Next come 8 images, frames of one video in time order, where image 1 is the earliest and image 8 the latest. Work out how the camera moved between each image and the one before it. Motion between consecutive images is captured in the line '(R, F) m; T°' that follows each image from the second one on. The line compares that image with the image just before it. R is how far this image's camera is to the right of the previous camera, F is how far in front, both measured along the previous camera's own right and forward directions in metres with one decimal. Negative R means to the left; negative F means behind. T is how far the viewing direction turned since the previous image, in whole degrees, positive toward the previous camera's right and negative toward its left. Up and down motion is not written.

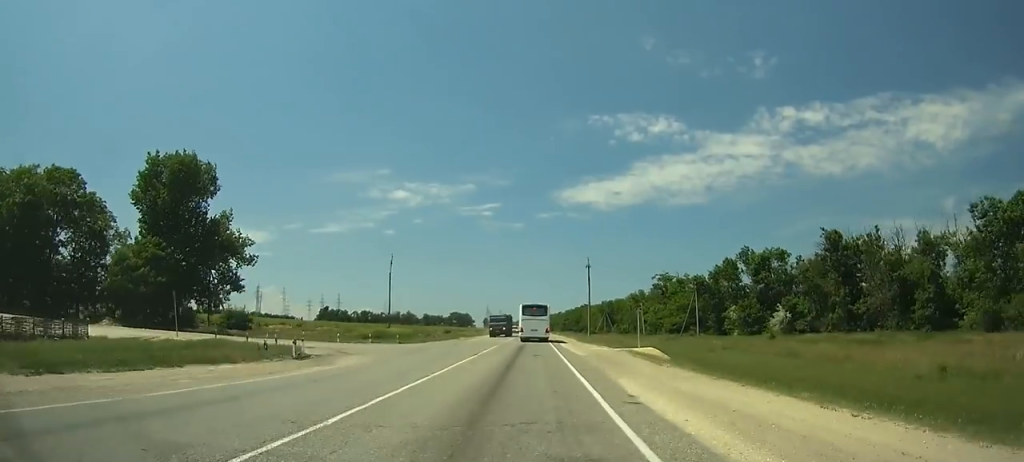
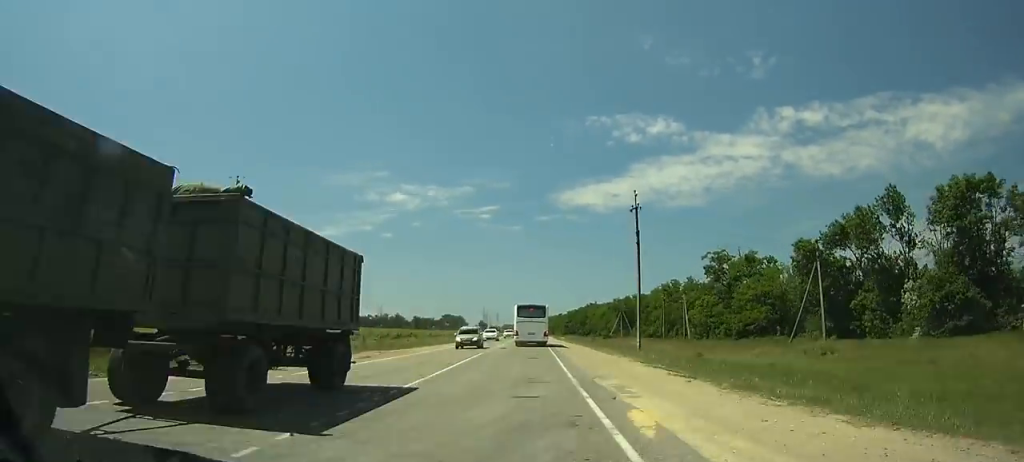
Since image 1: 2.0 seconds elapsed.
(+0.1, +39.0) m; 0°
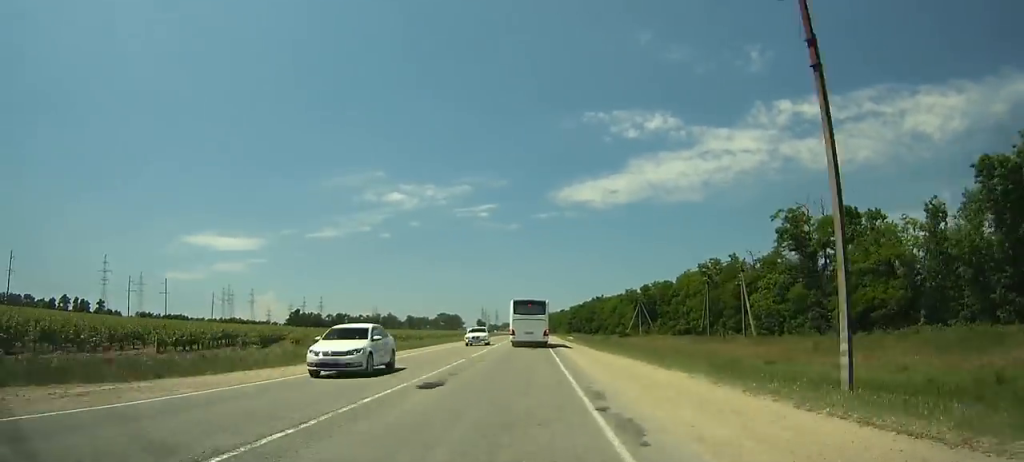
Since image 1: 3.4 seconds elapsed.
(0.0, +25.7) m; 0°
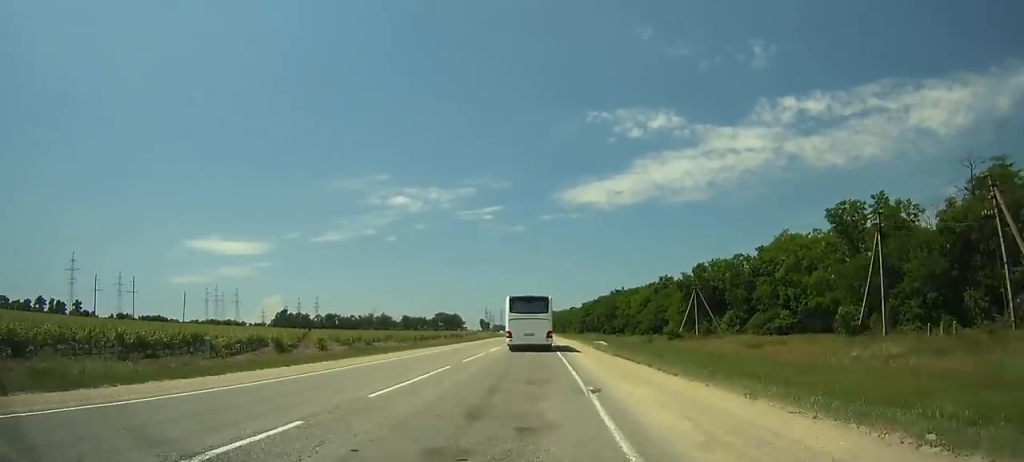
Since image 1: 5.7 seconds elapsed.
(0.0, +40.4) m; 0°
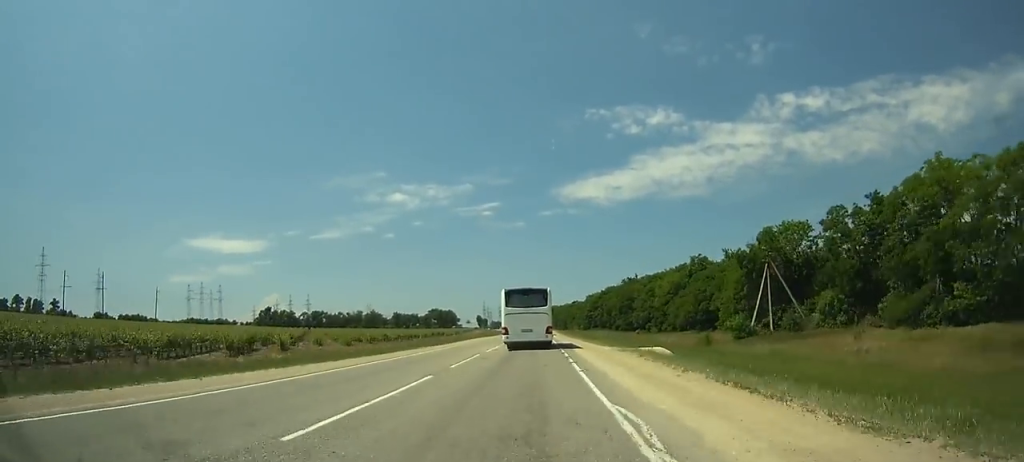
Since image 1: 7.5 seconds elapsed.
(-0.1, +29.8) m; 0°
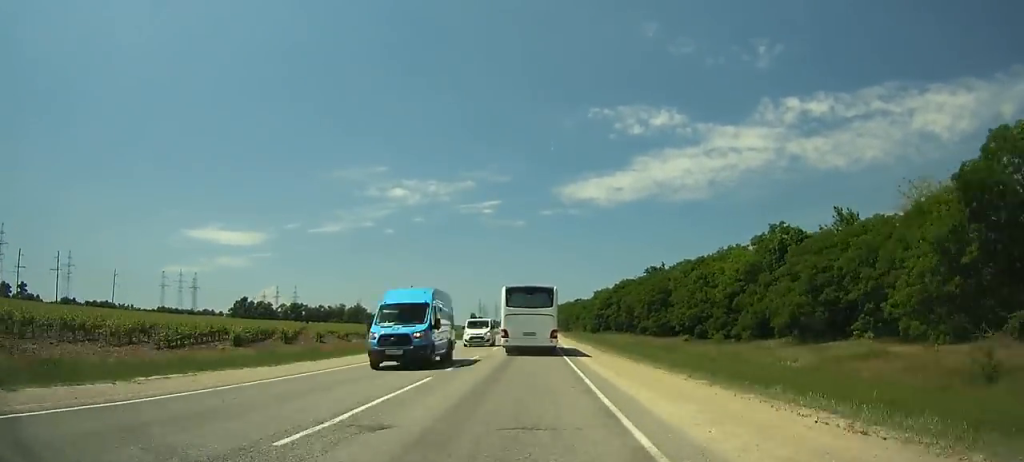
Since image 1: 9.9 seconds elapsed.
(-0.1, +36.3) m; 0°
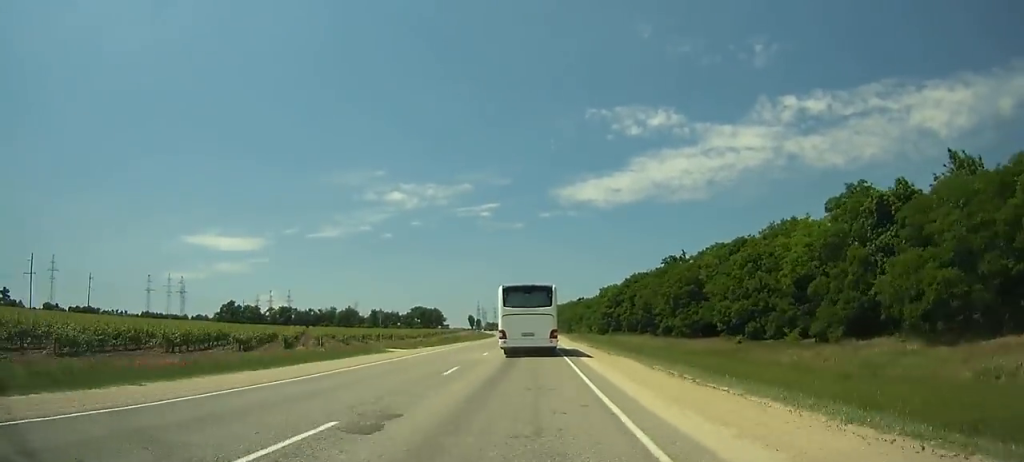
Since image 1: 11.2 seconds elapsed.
(0.0, +18.9) m; 0°
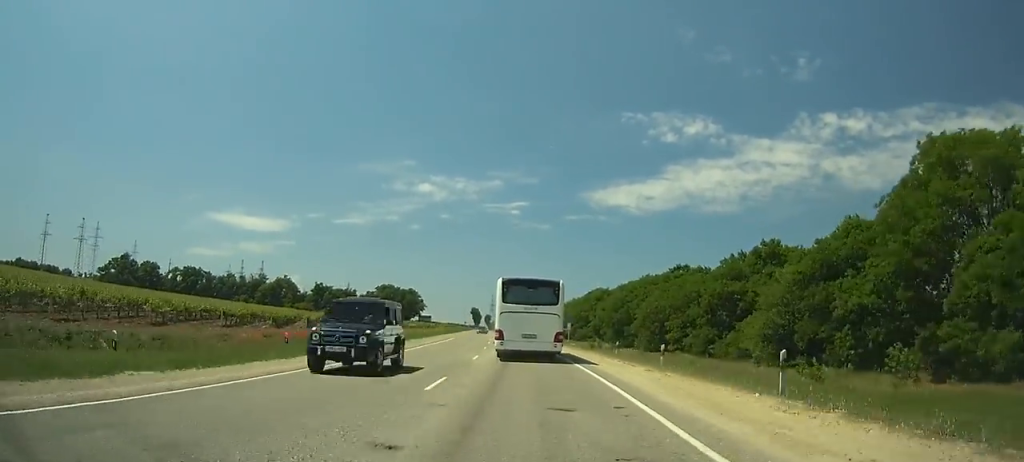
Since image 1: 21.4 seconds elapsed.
(-1.5, +135.6) m; -2°
